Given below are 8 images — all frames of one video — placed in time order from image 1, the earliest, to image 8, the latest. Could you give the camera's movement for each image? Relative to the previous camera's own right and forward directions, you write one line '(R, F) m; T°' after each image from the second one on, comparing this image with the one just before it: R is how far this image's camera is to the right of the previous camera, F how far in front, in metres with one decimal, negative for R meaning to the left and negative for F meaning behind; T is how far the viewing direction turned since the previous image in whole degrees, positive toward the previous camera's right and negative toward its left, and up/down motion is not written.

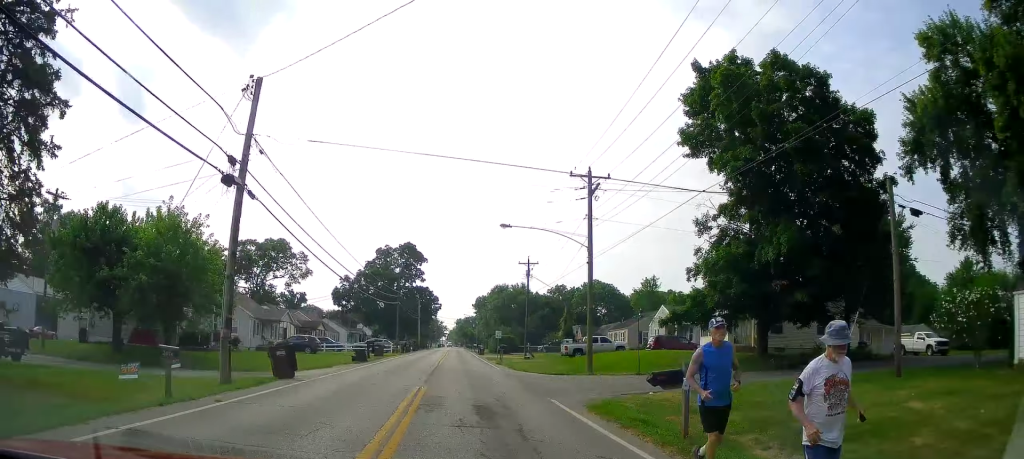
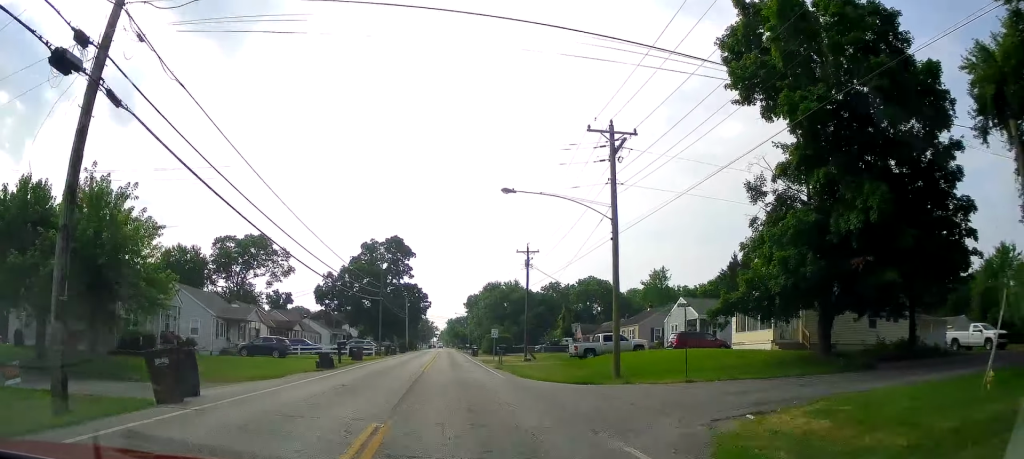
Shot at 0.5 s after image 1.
(0.0, +8.0) m; +1°
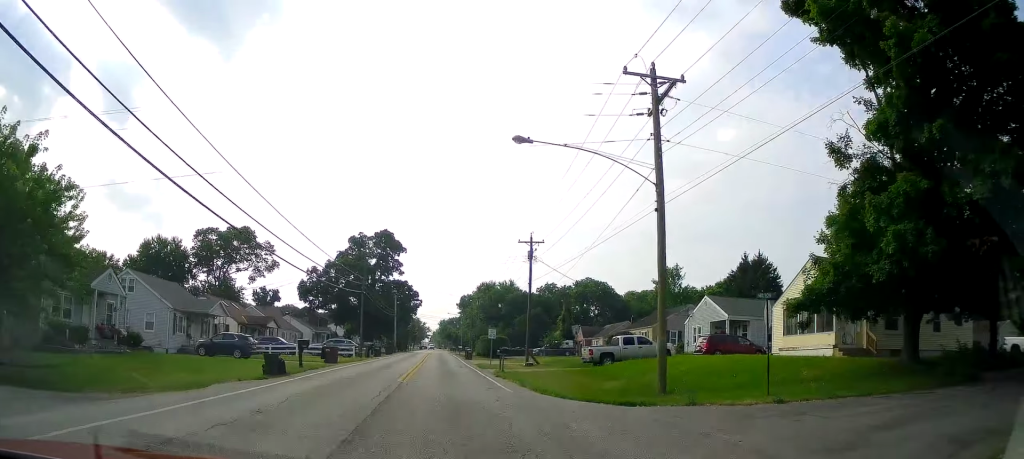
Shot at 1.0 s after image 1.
(+0.2, +7.3) m; -1°
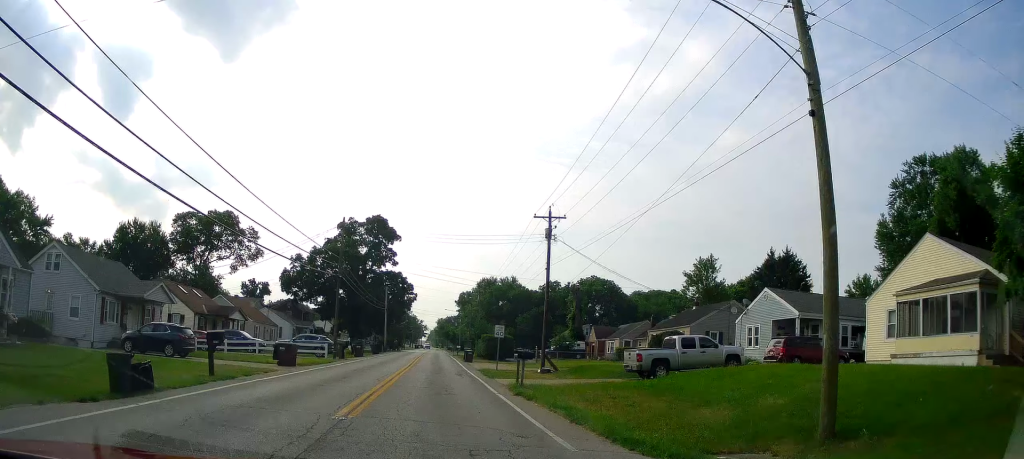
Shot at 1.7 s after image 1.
(-0.1, +9.8) m; -2°
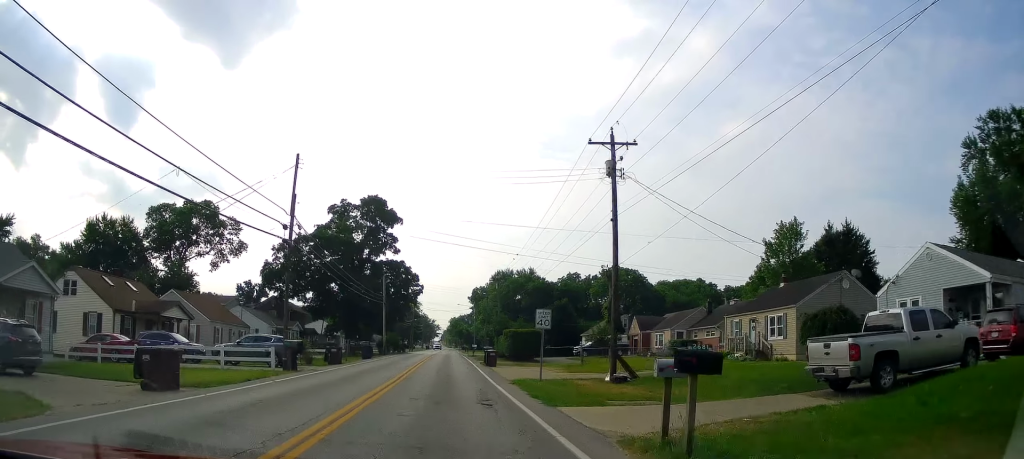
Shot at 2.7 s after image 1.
(-0.5, +13.1) m; -1°
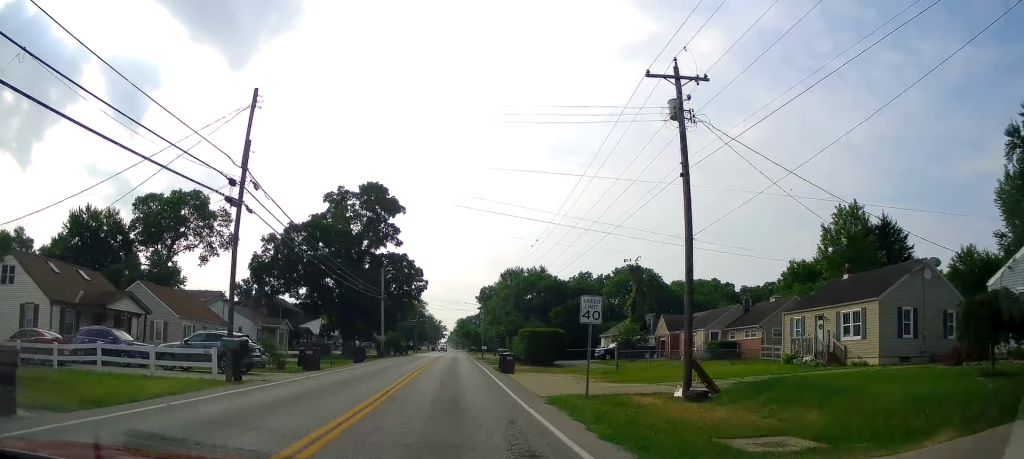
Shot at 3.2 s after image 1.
(+0.2, +6.3) m; +1°
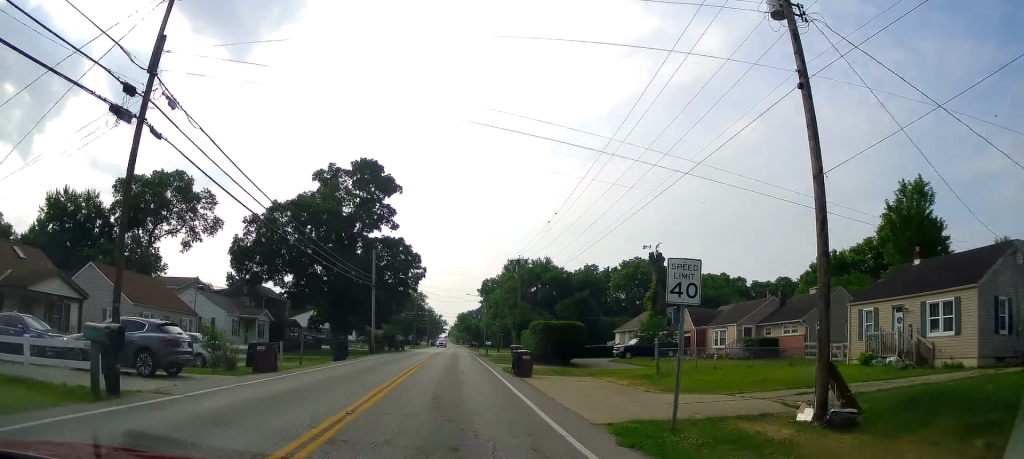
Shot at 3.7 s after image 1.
(+0.1, +6.2) m; 0°
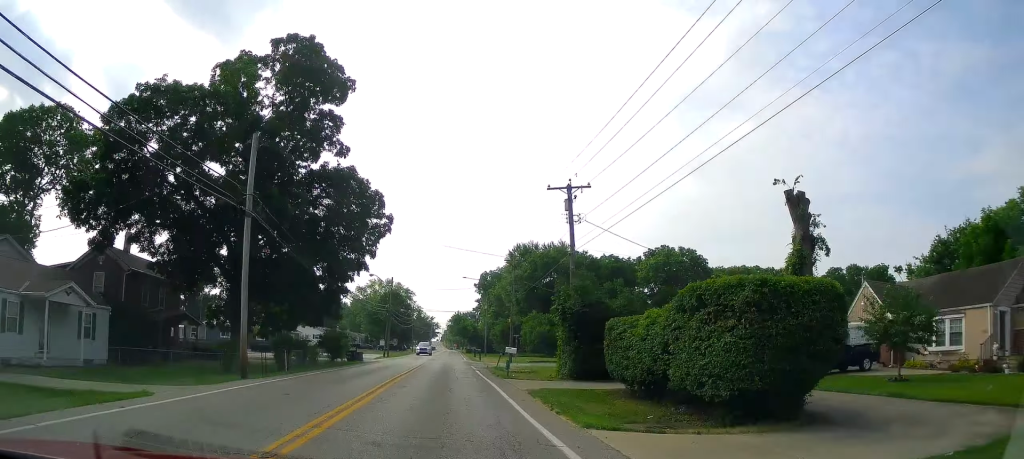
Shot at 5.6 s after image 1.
(-0.2, +29.7) m; -1°
